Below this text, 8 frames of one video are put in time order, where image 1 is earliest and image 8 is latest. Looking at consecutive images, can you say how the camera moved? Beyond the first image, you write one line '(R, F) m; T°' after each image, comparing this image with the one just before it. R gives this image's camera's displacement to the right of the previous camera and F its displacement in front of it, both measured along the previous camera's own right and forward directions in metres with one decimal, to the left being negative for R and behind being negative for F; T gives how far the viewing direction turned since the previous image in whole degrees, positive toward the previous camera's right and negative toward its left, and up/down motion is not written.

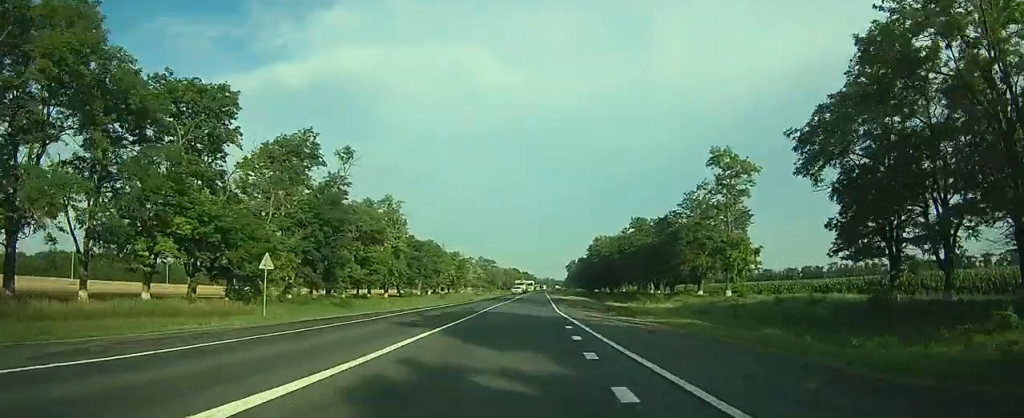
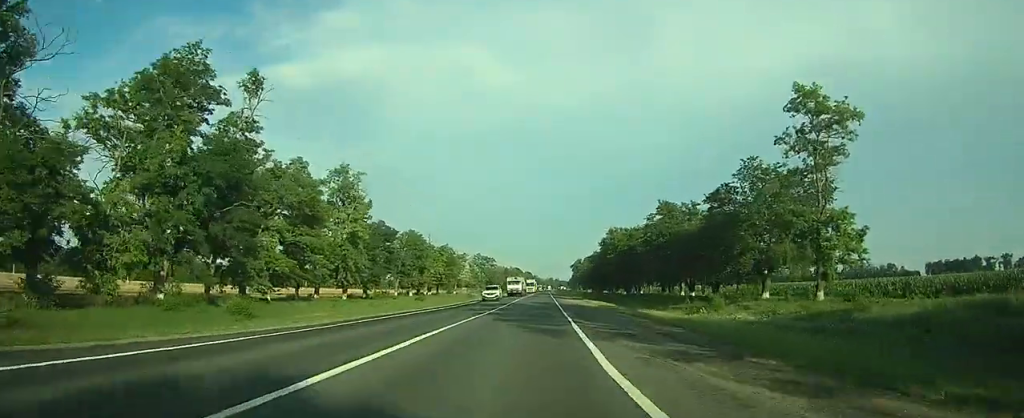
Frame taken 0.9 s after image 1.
(0.0, +23.0) m; 0°
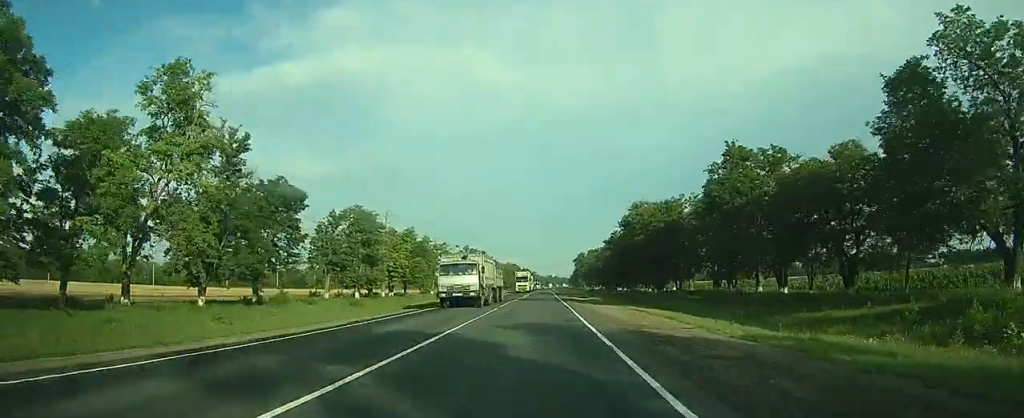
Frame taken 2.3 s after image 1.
(0.0, +33.8) m; 0°
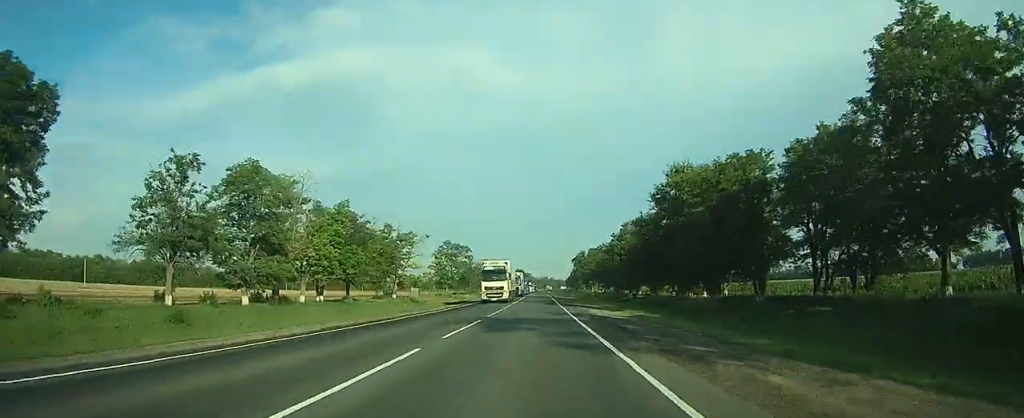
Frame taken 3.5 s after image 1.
(0.0, +30.6) m; 0°
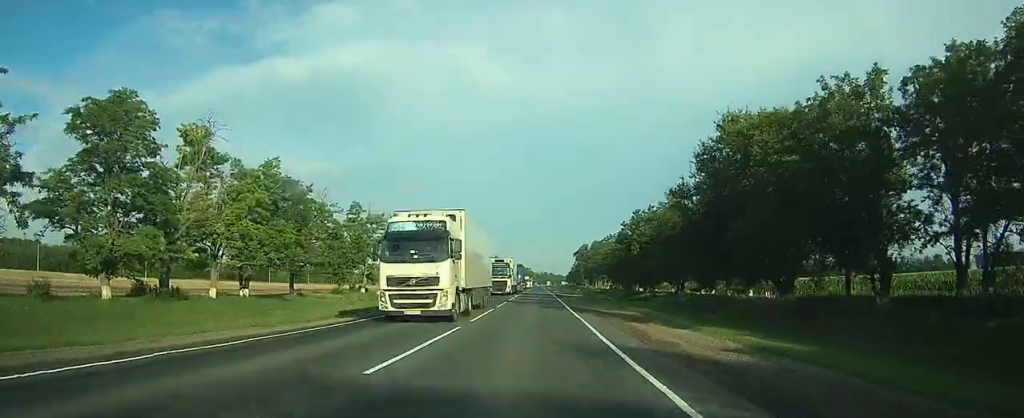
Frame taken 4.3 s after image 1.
(-0.1, +18.3) m; 0°
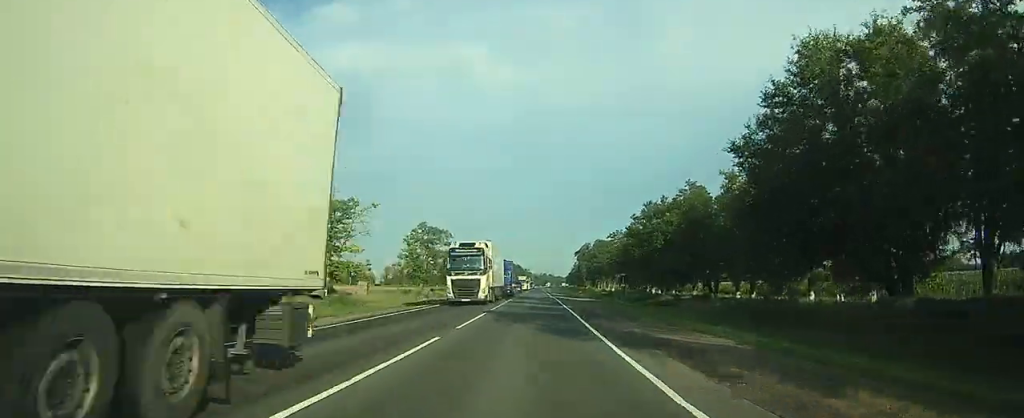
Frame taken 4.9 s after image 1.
(0.0, +15.0) m; 0°
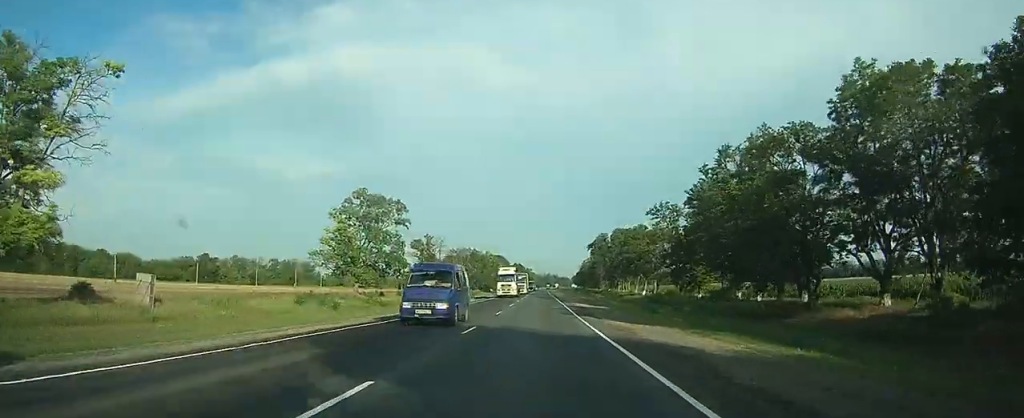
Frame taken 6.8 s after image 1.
(+0.1, +47.6) m; 0°
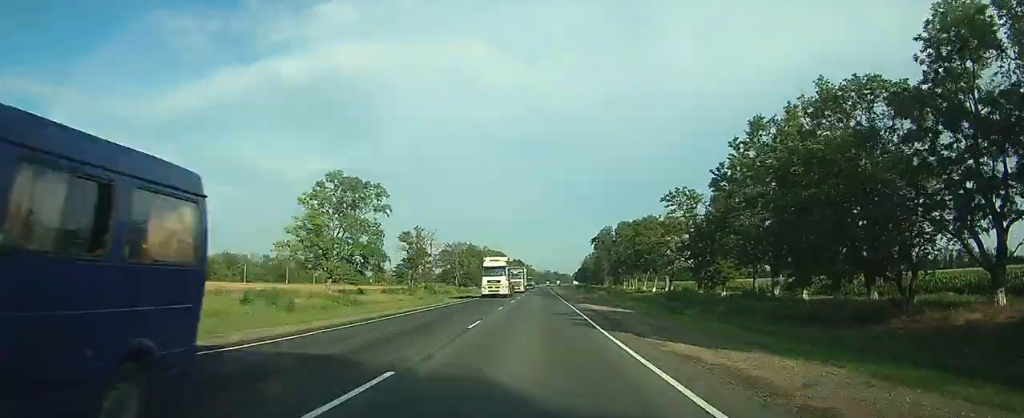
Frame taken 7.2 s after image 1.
(0.0, +10.9) m; 0°
